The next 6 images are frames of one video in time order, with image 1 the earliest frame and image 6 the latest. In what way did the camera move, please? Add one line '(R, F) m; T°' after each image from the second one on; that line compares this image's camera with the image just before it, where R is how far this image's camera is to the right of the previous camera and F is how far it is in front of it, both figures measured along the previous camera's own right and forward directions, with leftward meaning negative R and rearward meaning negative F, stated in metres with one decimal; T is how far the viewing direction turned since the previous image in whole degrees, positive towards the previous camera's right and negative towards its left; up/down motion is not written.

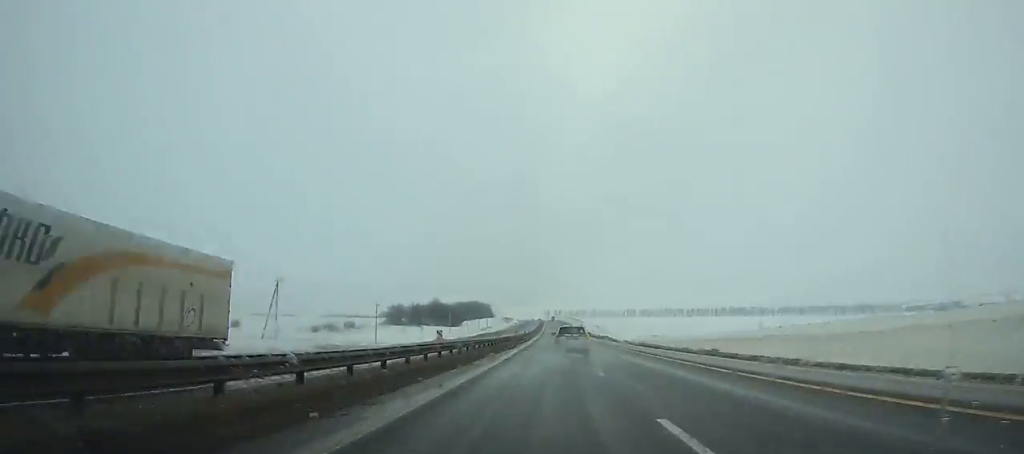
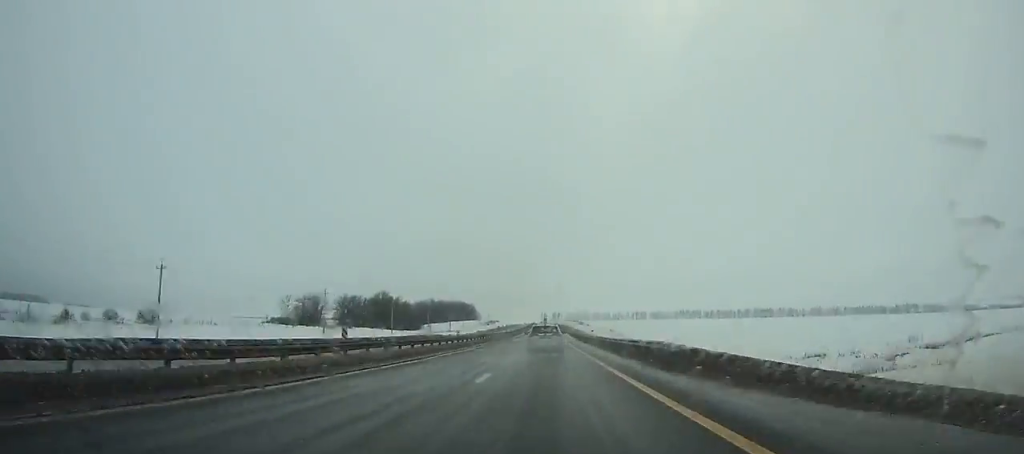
(+1.2, +119.8) m; 0°
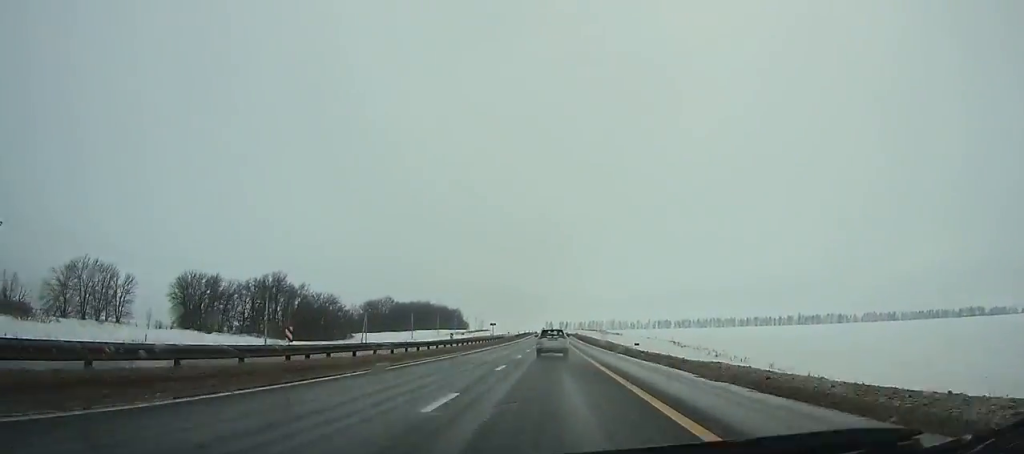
(-1.3, +124.3) m; -1°
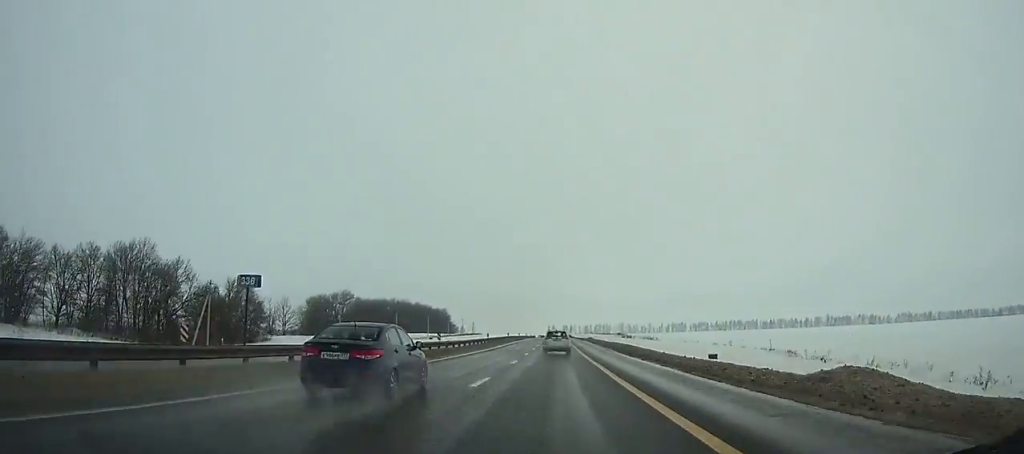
(0.0, +66.4) m; 0°
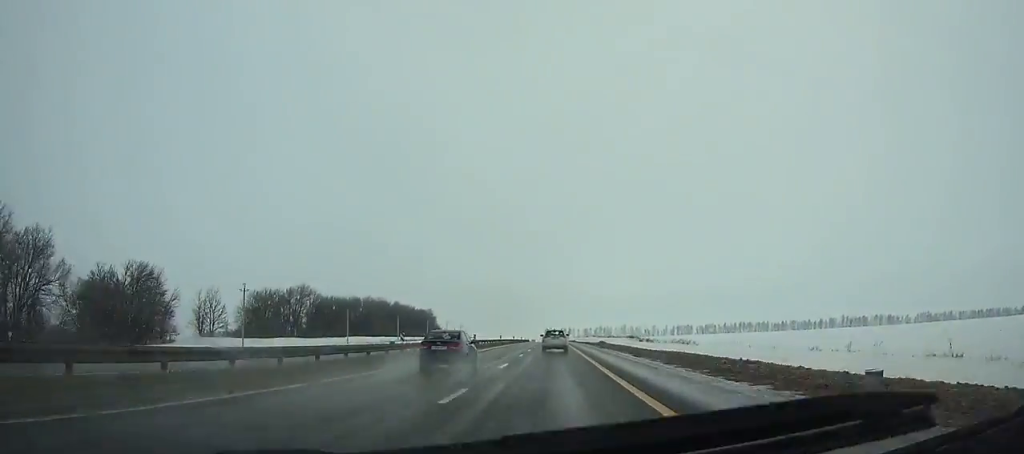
(0.0, +38.7) m; 0°
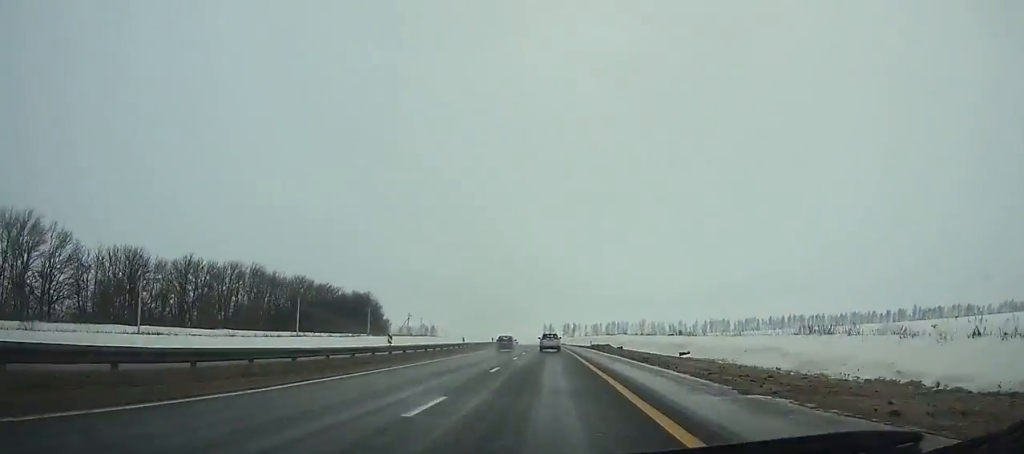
(0.0, +122.2) m; -1°
